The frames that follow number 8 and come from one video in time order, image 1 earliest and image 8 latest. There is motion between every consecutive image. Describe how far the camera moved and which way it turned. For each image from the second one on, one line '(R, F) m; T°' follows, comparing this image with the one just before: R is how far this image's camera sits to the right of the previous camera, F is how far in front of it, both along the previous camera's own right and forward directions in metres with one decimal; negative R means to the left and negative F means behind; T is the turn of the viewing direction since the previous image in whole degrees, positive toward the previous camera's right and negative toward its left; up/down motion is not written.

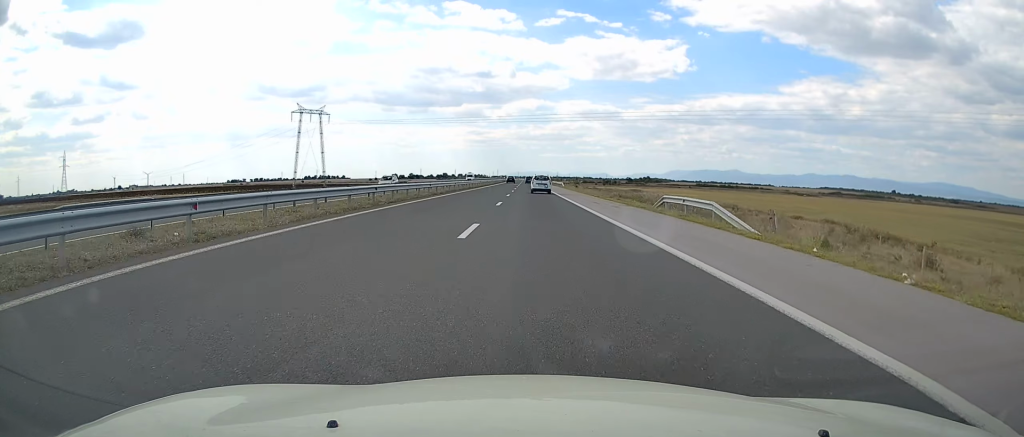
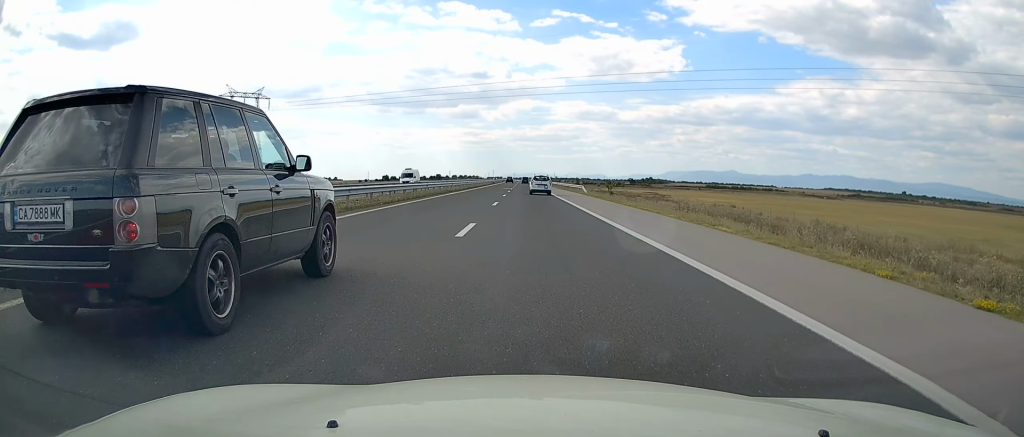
(-0.2, +47.1) m; 0°
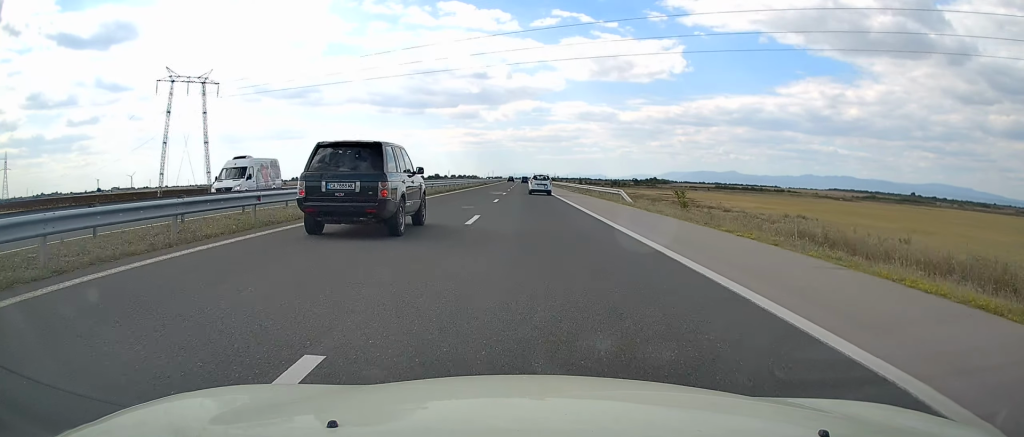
(0.0, +28.4) m; 0°
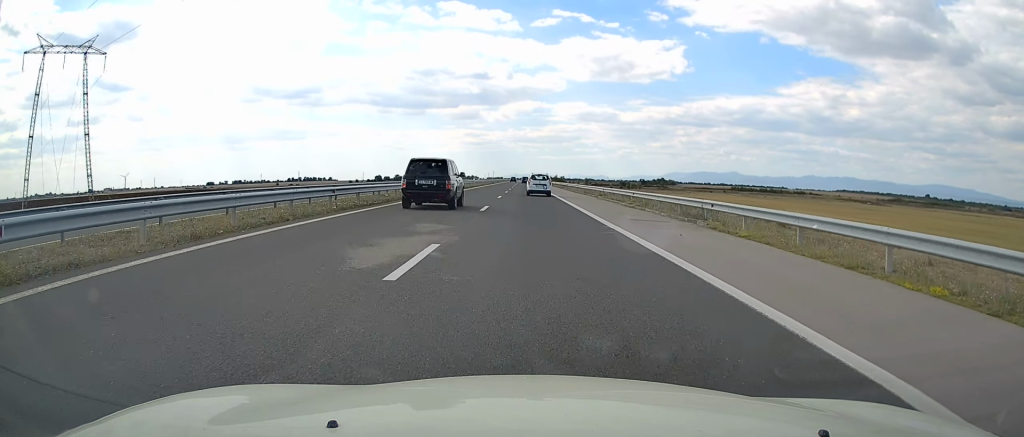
(-0.1, +40.7) m; +1°
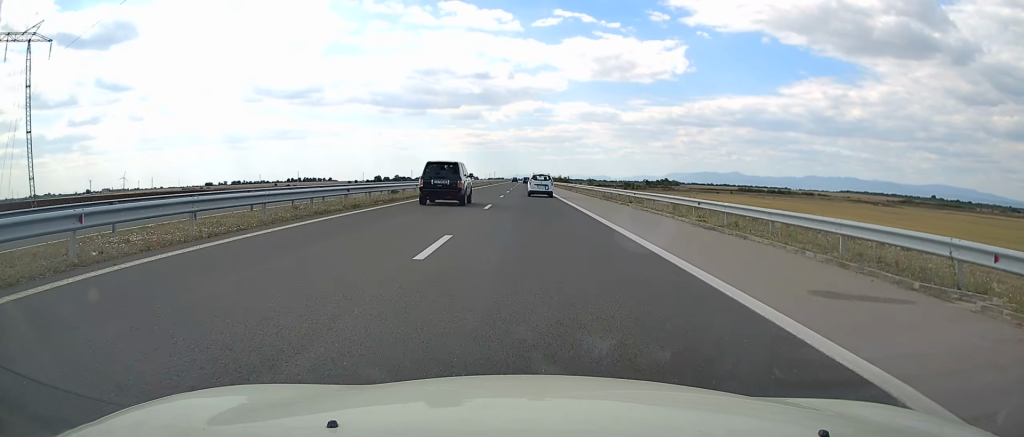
(+0.2, +14.0) m; 0°
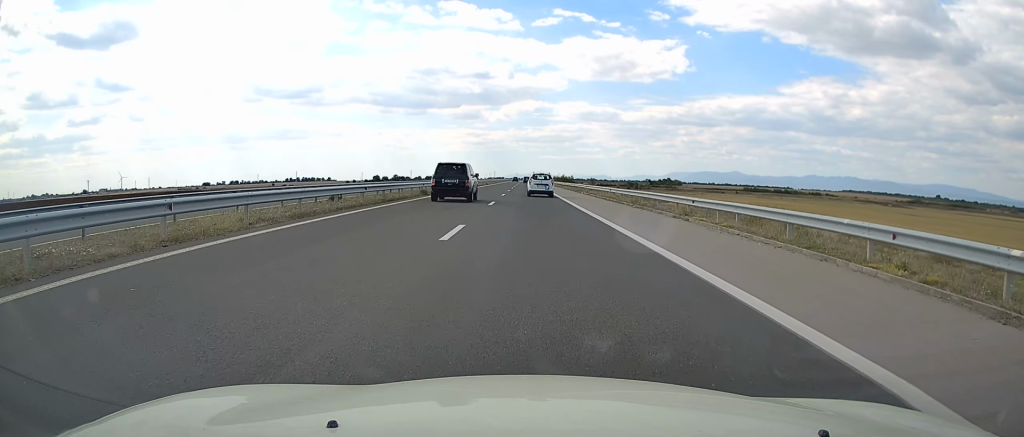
(+0.2, +13.1) m; 0°
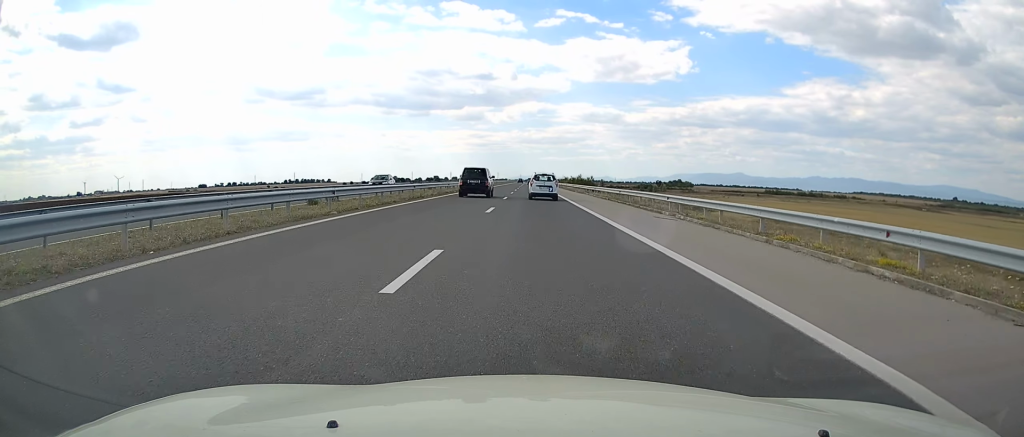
(-0.4, +37.3) m; 0°
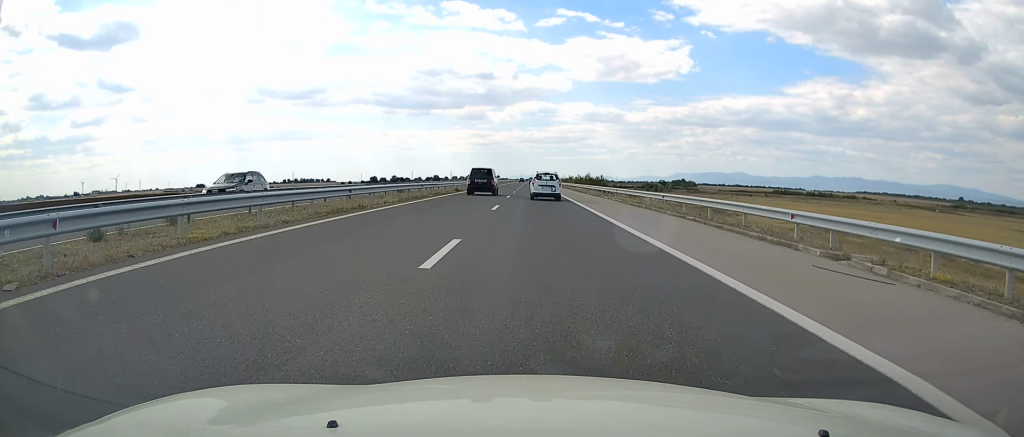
(+0.2, +14.2) m; 0°
